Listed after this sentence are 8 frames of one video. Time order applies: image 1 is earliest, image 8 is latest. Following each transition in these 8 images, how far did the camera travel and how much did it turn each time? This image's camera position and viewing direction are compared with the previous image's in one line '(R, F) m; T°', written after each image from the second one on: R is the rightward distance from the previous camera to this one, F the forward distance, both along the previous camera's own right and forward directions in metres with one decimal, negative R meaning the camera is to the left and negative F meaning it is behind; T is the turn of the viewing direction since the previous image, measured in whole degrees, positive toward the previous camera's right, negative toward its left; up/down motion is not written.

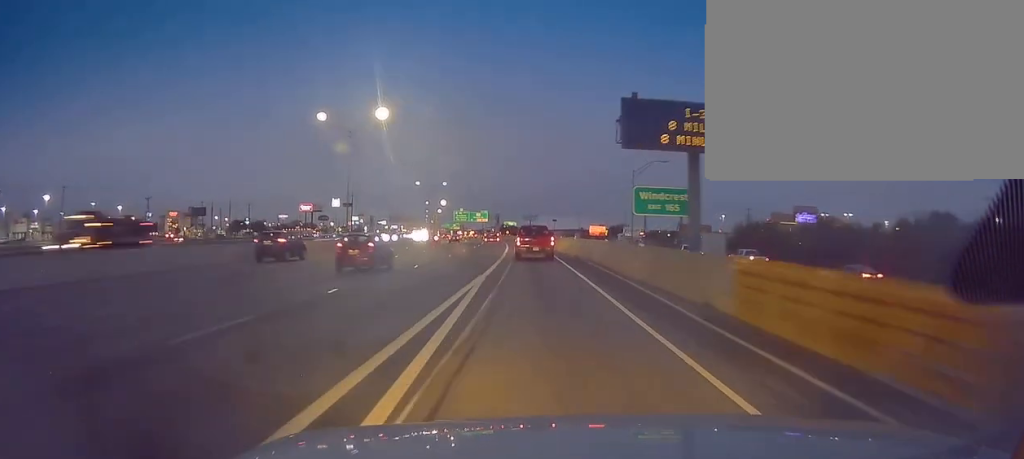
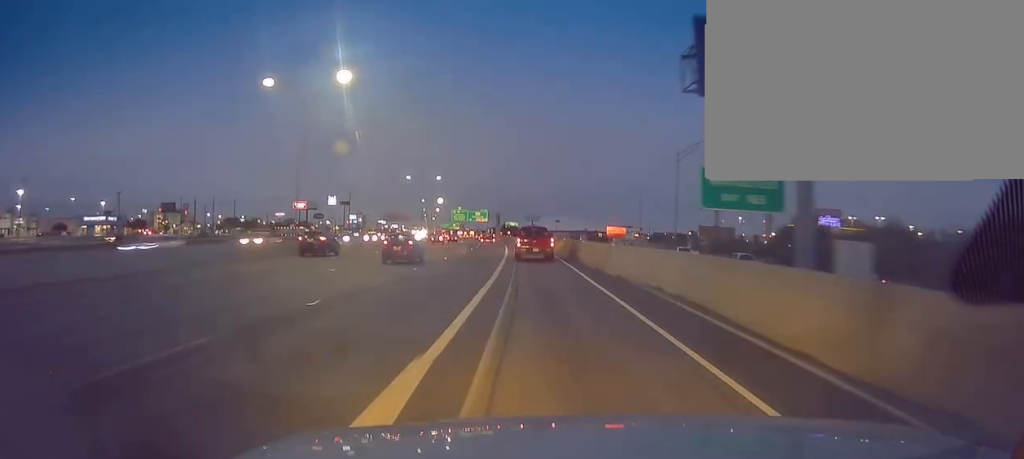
(-0.3, +14.9) m; 0°
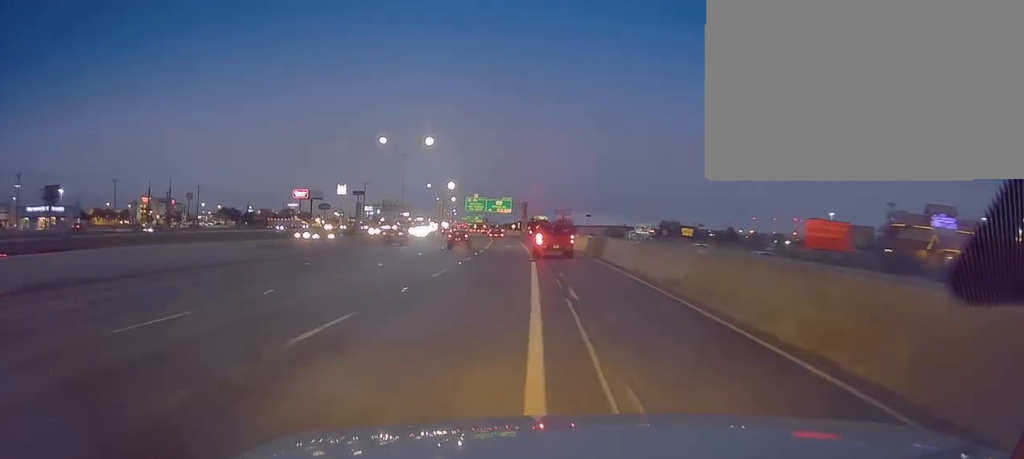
(+0.5, +46.0) m; -1°
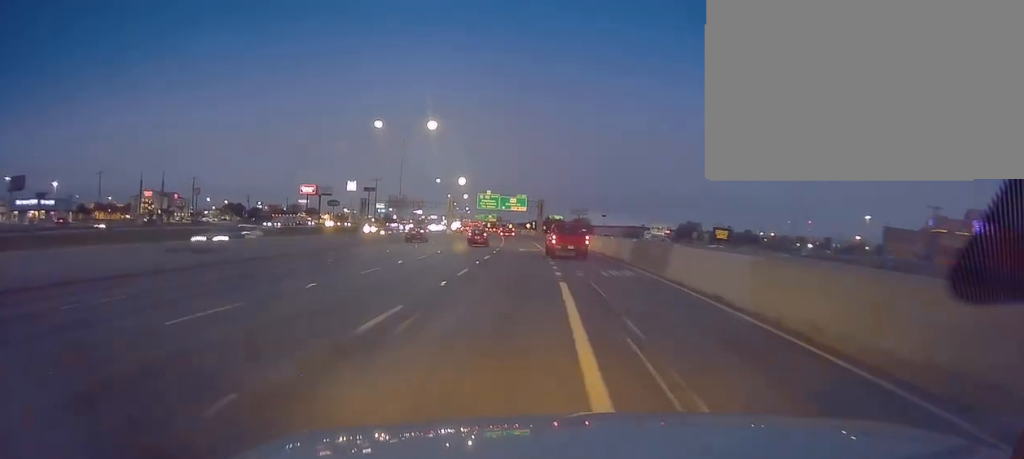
(-0.1, +11.3) m; 0°
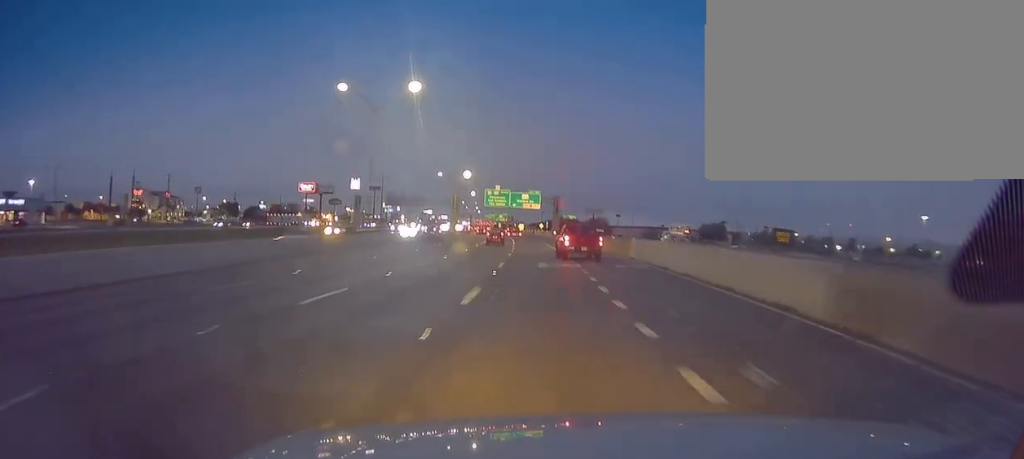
(-0.1, +18.9) m; -1°
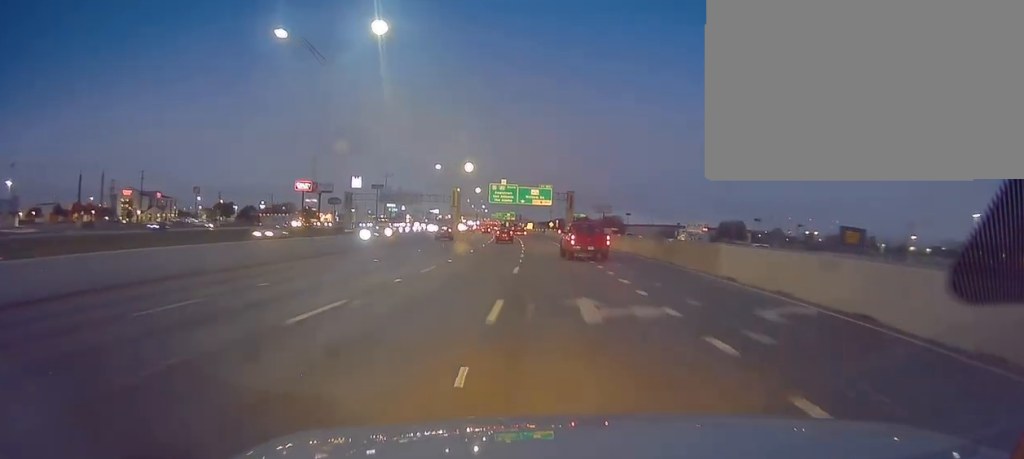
(+0.2, +16.1) m; -1°
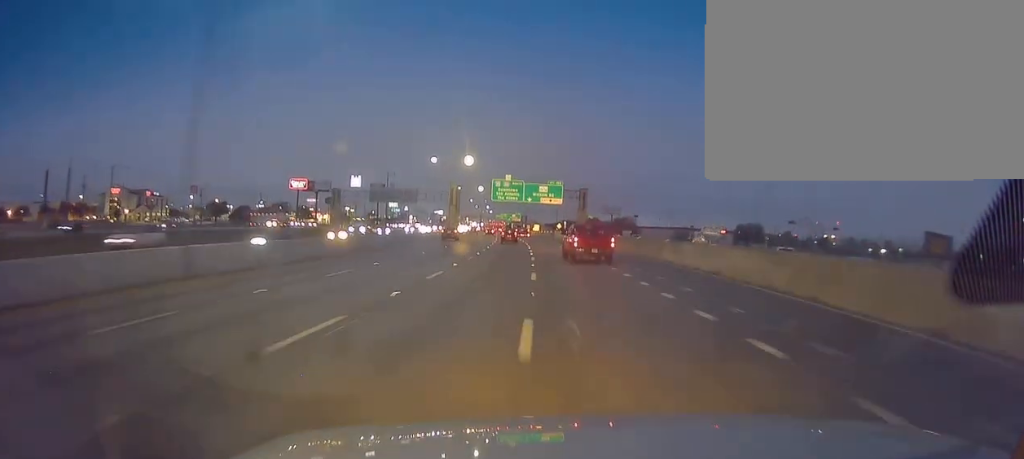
(-0.3, +14.3) m; -1°
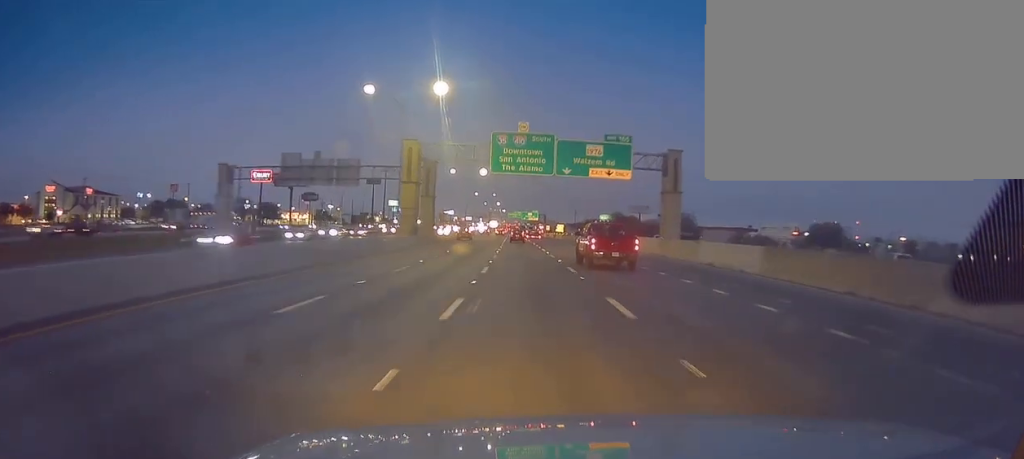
(-1.2, +56.4) m; -2°
